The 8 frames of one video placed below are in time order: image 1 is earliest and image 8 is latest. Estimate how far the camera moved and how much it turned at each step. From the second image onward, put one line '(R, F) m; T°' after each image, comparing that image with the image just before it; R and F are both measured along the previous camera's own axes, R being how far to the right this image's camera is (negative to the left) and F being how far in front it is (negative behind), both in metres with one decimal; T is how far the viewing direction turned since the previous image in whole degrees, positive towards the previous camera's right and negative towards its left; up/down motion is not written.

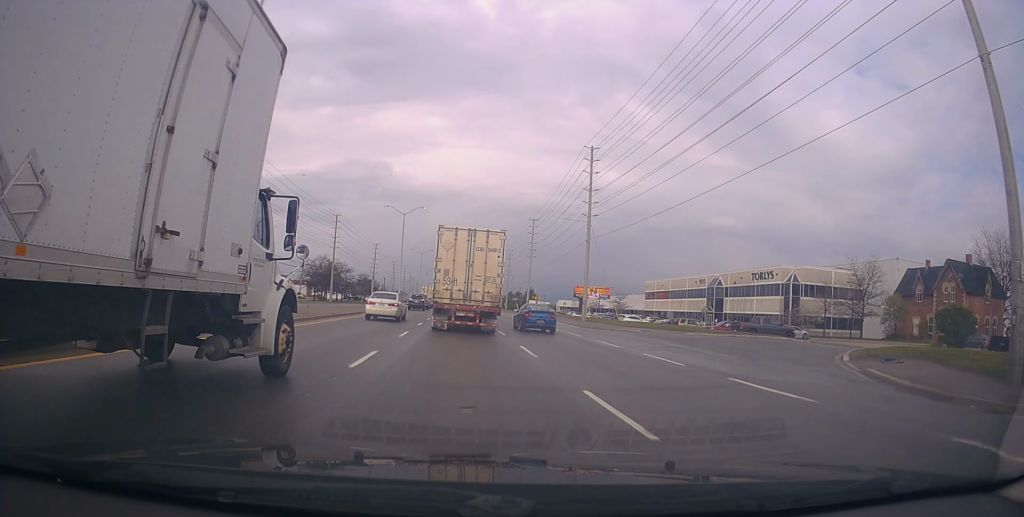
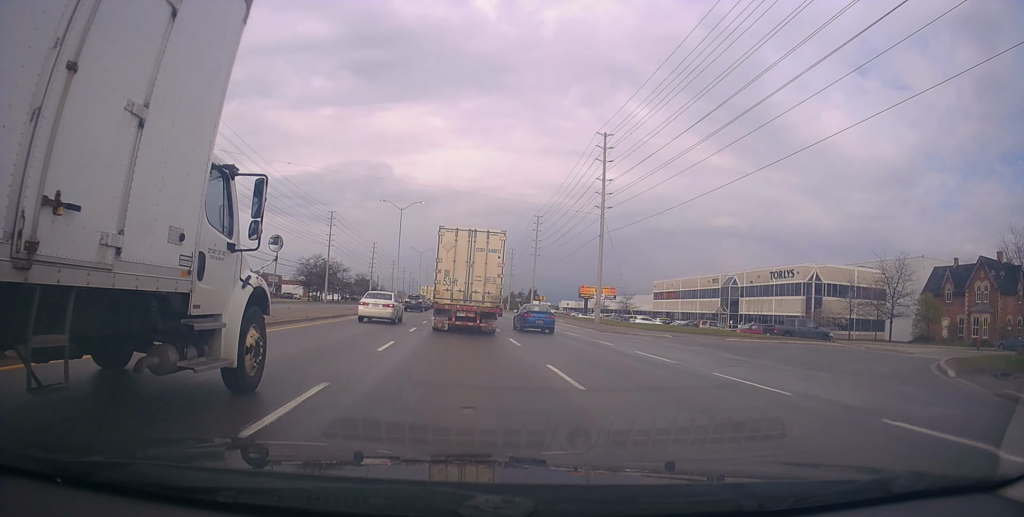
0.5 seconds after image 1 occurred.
(-0.1, +4.8) m; -2°
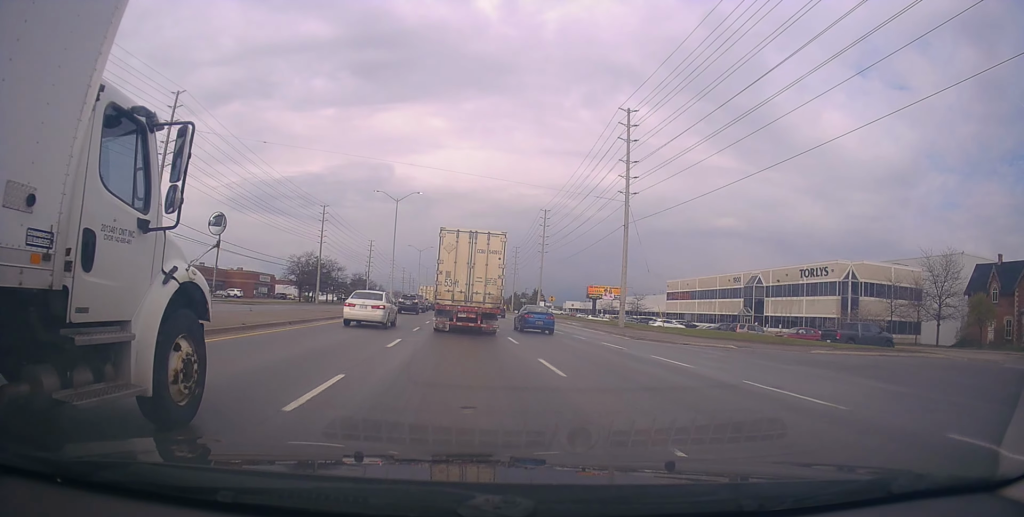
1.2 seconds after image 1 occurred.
(-0.2, +7.2) m; -1°
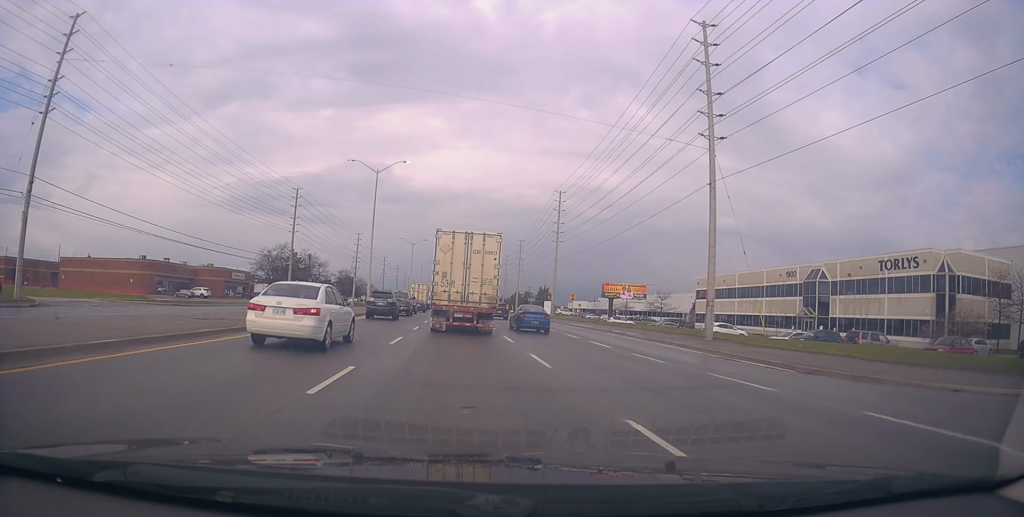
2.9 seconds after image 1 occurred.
(+0.1, +16.0) m; 0°
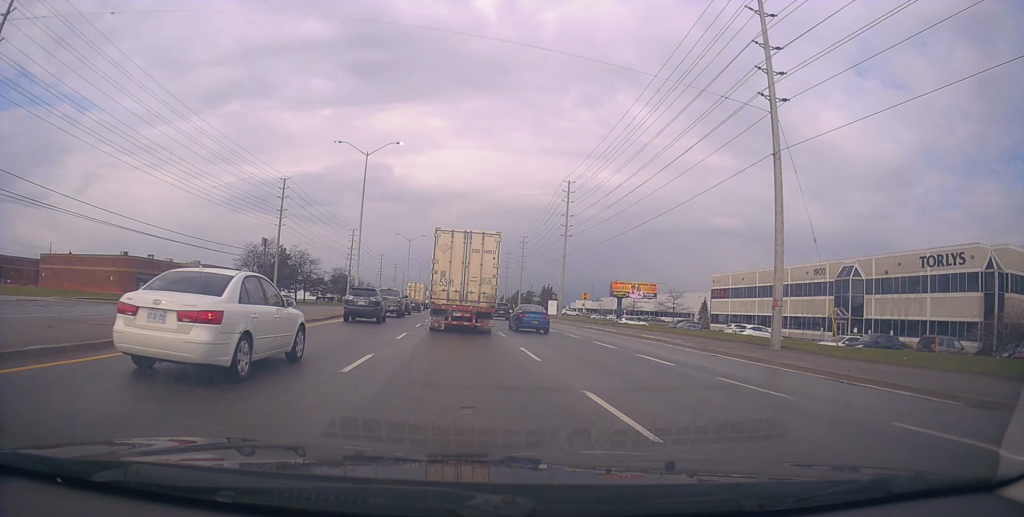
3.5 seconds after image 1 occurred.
(-0.2, +6.2) m; +2°
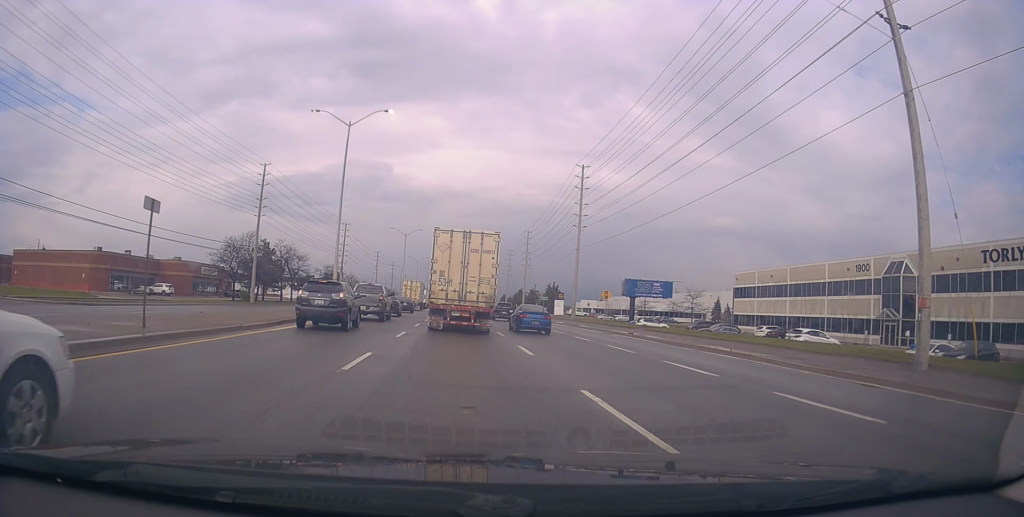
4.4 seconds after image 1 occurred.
(+0.4, +8.3) m; 0°
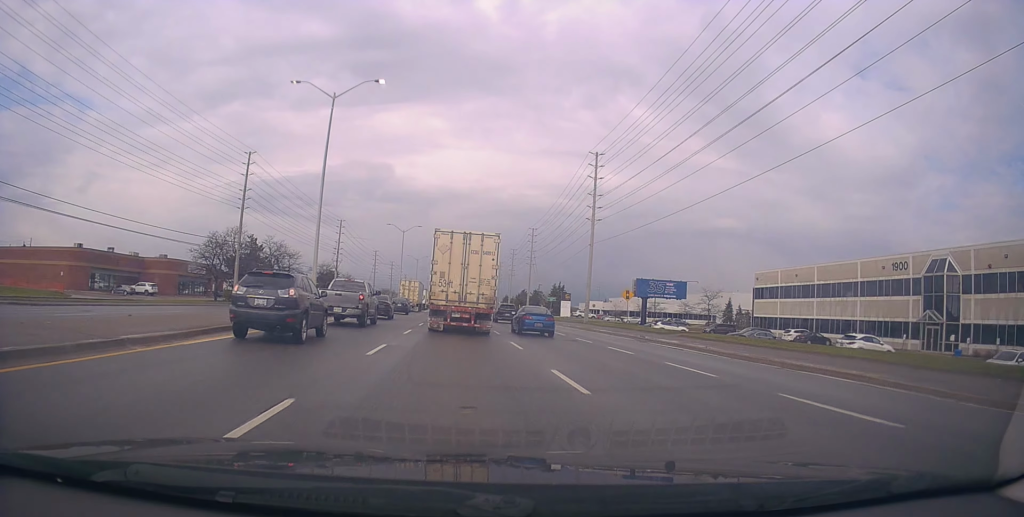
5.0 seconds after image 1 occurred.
(+0.1, +6.3) m; -2°
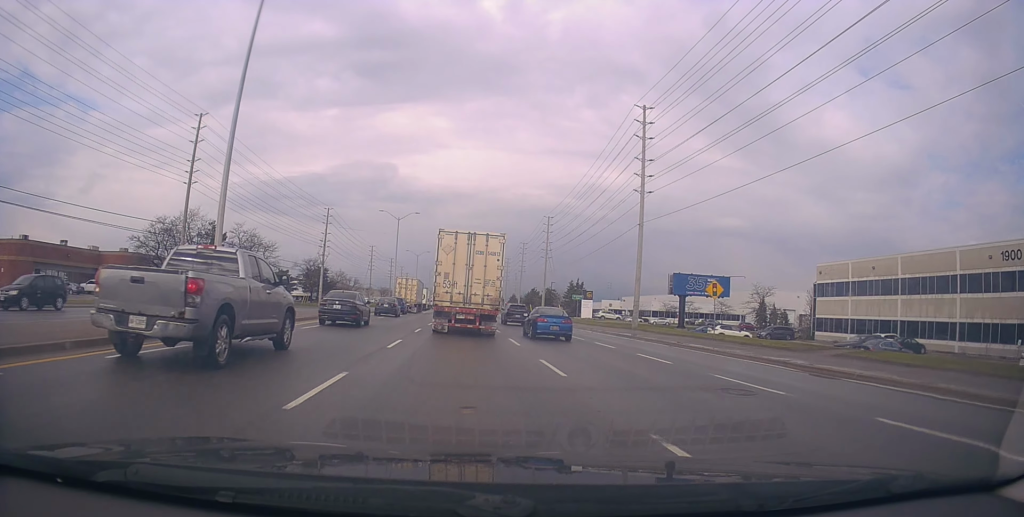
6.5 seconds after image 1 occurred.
(-0.8, +14.6) m; 0°
